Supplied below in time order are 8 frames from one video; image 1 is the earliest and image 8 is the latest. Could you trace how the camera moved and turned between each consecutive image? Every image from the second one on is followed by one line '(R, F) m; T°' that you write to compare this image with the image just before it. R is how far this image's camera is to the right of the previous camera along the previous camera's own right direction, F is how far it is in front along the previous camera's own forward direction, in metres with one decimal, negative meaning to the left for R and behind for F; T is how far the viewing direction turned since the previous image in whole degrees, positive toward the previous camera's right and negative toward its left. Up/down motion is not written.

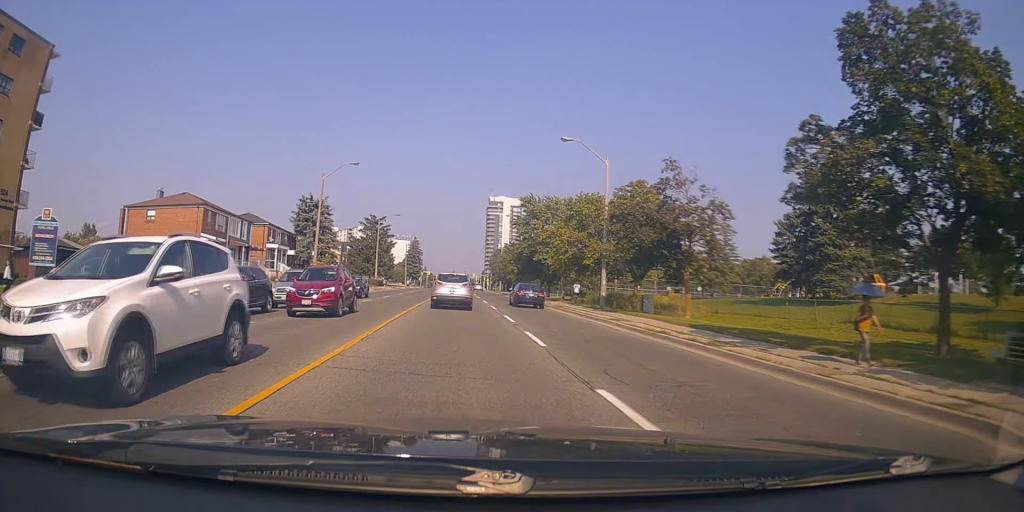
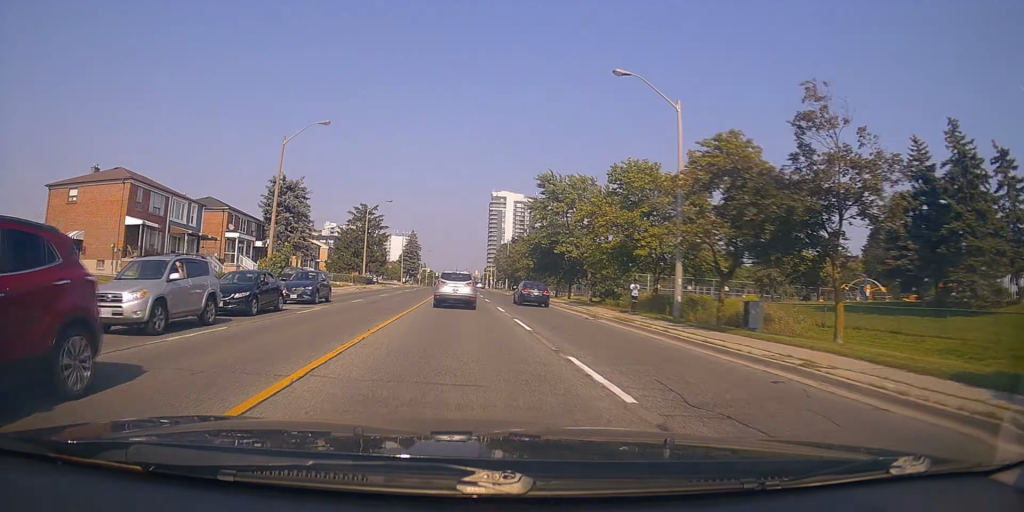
(0.0, +12.7) m; +1°
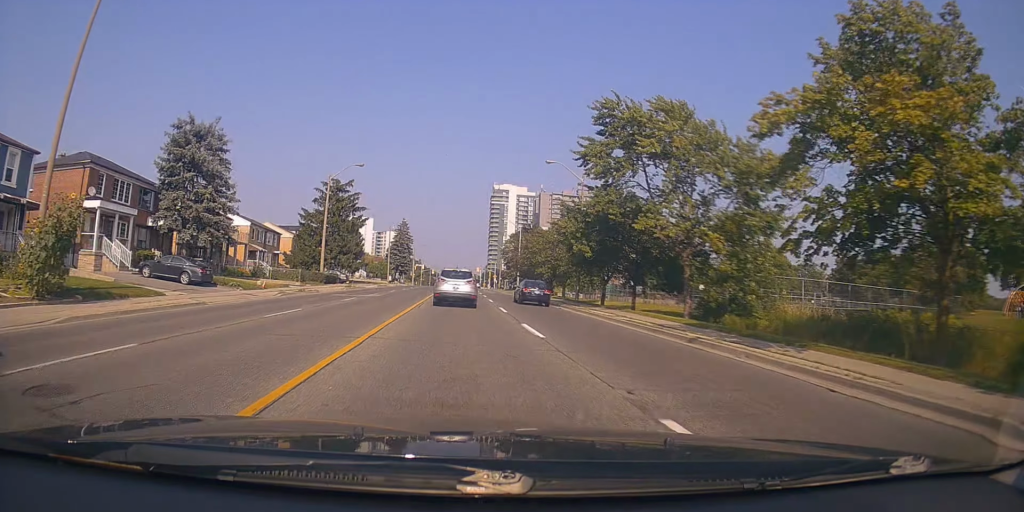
(+0.2, +23.3) m; 0°
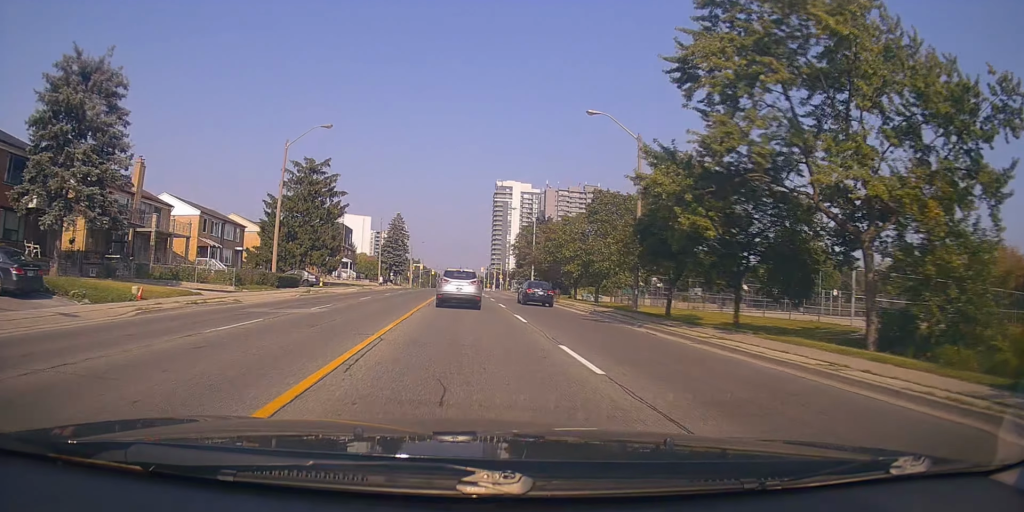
(-0.1, +14.6) m; -1°
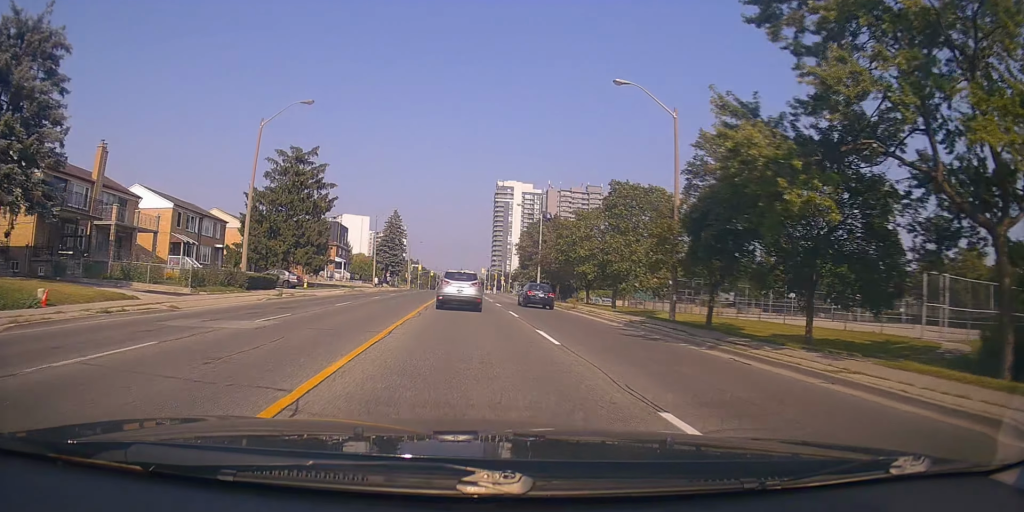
(+0.3, +5.7) m; -1°
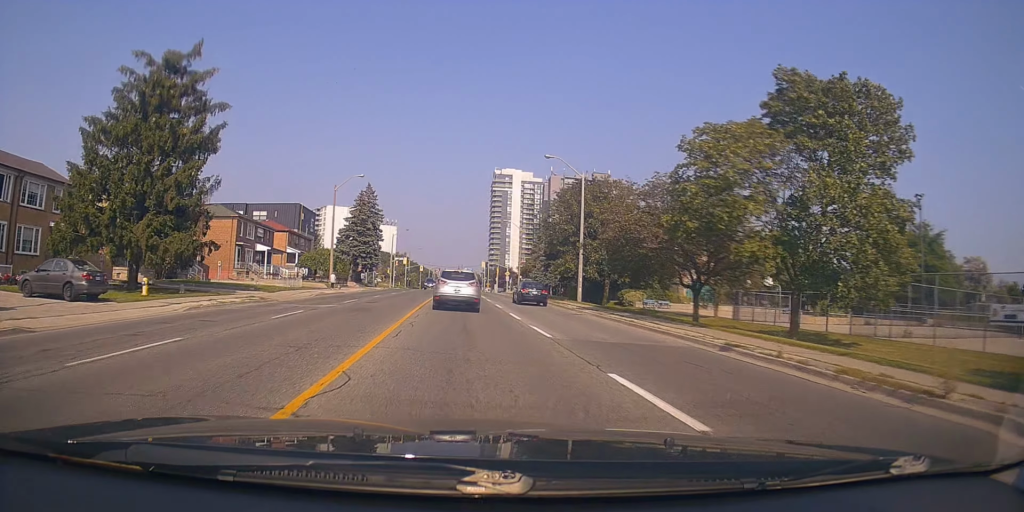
(-0.5, +26.3) m; 0°
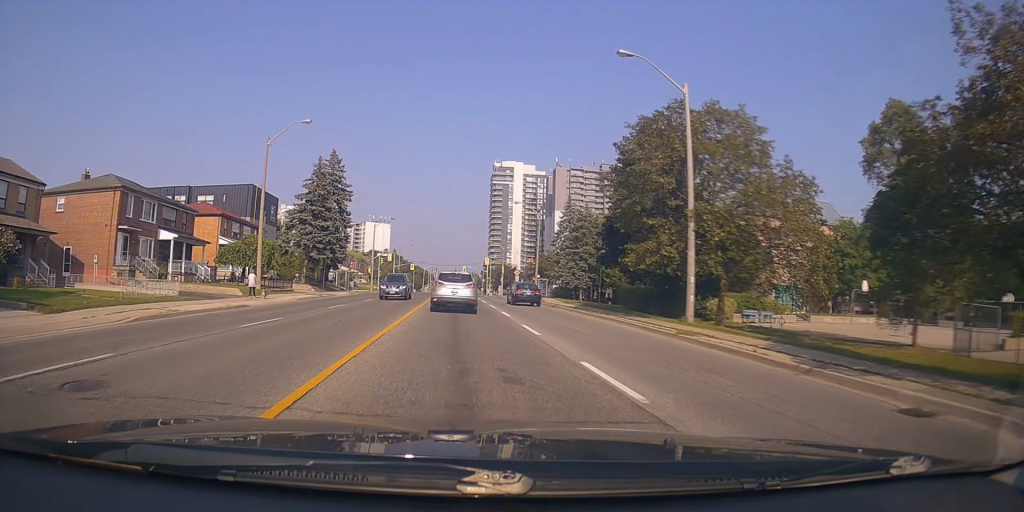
(0.0, +21.7) m; +1°
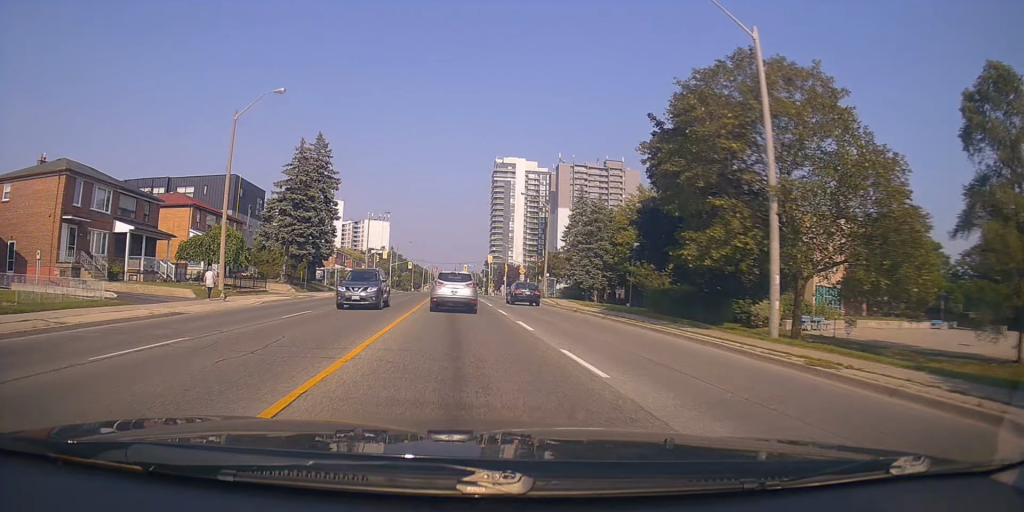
(+0.2, +6.4) m; 0°
